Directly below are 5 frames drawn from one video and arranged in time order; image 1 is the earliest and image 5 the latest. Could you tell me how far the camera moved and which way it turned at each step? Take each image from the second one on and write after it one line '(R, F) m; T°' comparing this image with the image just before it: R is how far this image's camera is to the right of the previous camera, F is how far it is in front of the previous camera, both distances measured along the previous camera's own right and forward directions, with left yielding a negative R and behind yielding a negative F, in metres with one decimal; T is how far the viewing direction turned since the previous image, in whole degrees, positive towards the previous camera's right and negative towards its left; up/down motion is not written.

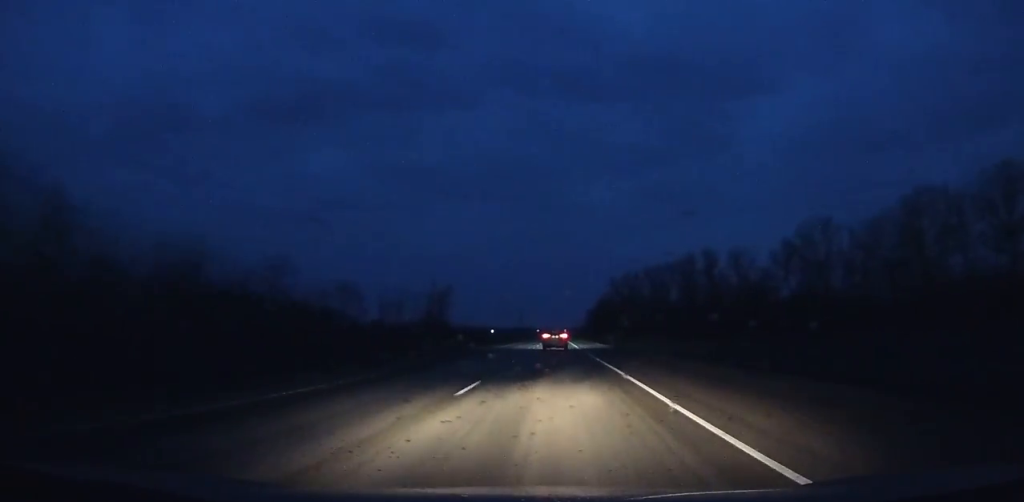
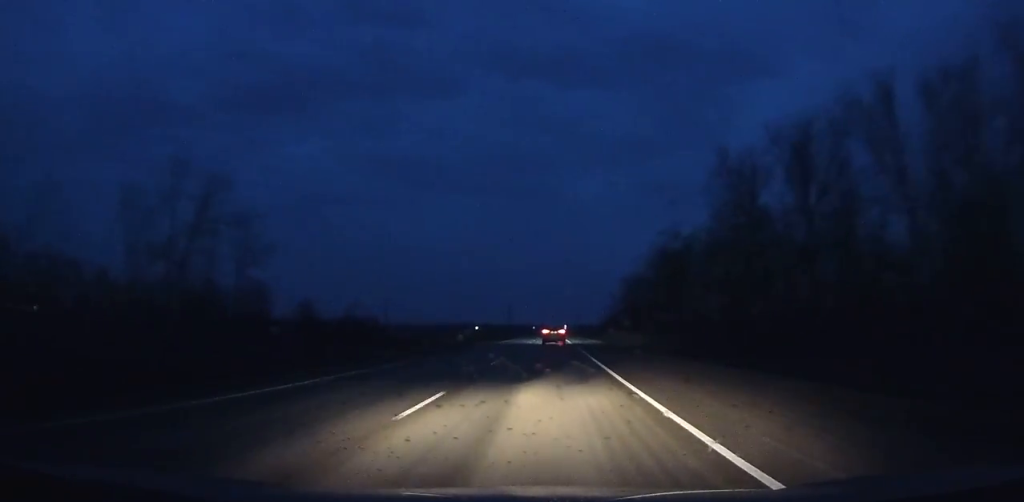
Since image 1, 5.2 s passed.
(+0.2, +133.8) m; 0°
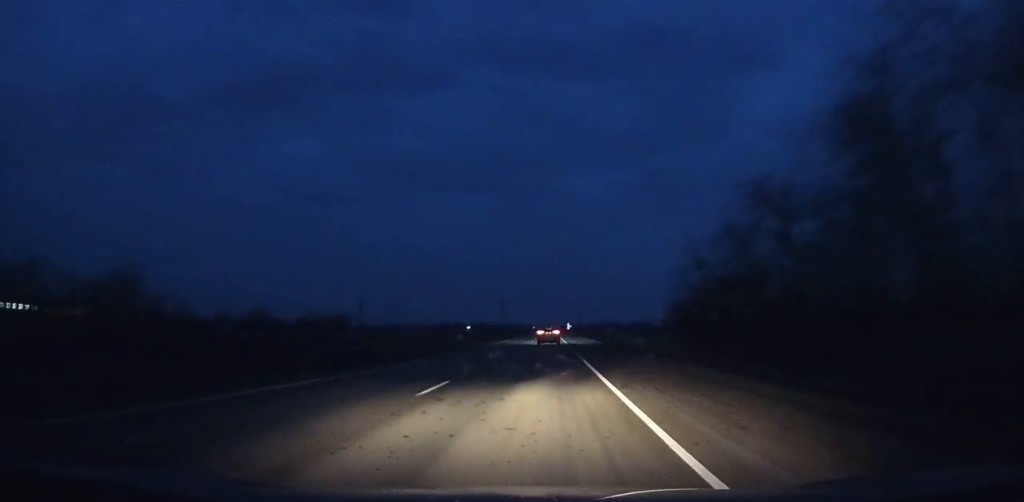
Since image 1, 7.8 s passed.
(+0.1, +68.6) m; 0°
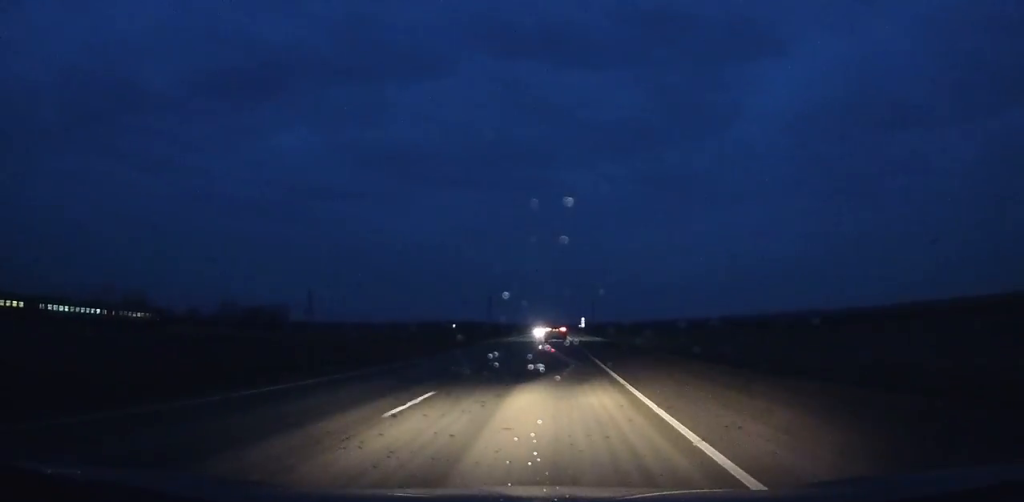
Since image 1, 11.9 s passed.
(-0.5, +109.3) m; 0°
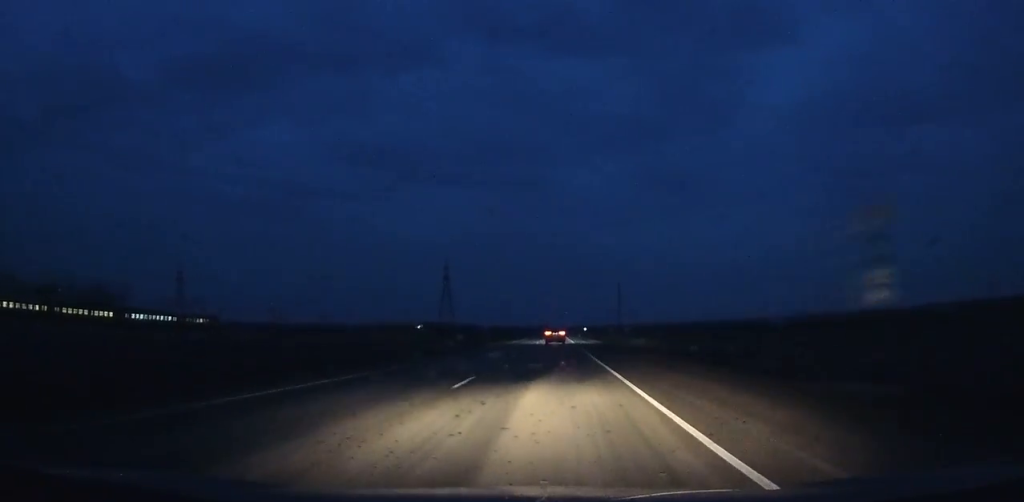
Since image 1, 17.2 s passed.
(+0.1, +142.2) m; 0°
